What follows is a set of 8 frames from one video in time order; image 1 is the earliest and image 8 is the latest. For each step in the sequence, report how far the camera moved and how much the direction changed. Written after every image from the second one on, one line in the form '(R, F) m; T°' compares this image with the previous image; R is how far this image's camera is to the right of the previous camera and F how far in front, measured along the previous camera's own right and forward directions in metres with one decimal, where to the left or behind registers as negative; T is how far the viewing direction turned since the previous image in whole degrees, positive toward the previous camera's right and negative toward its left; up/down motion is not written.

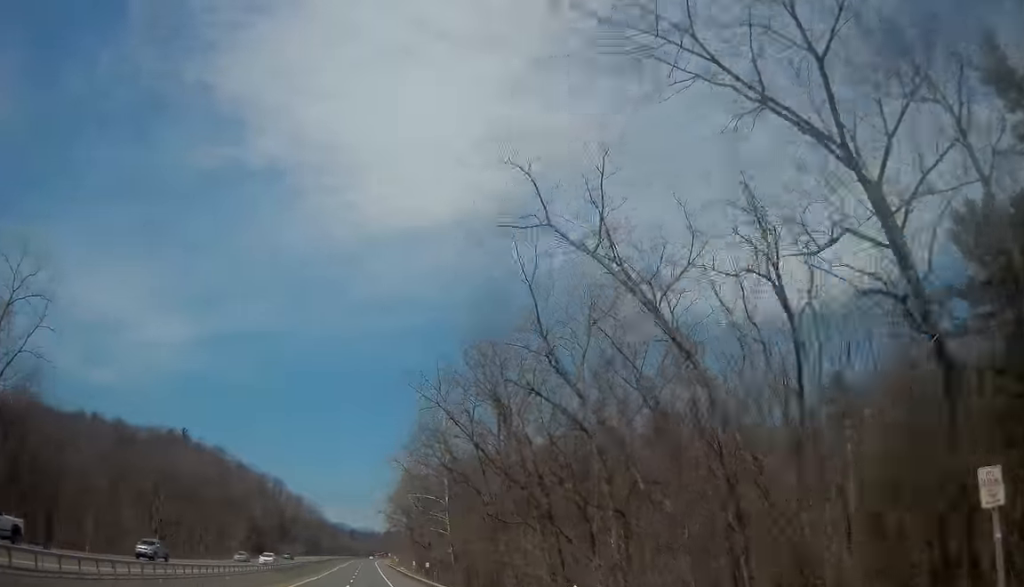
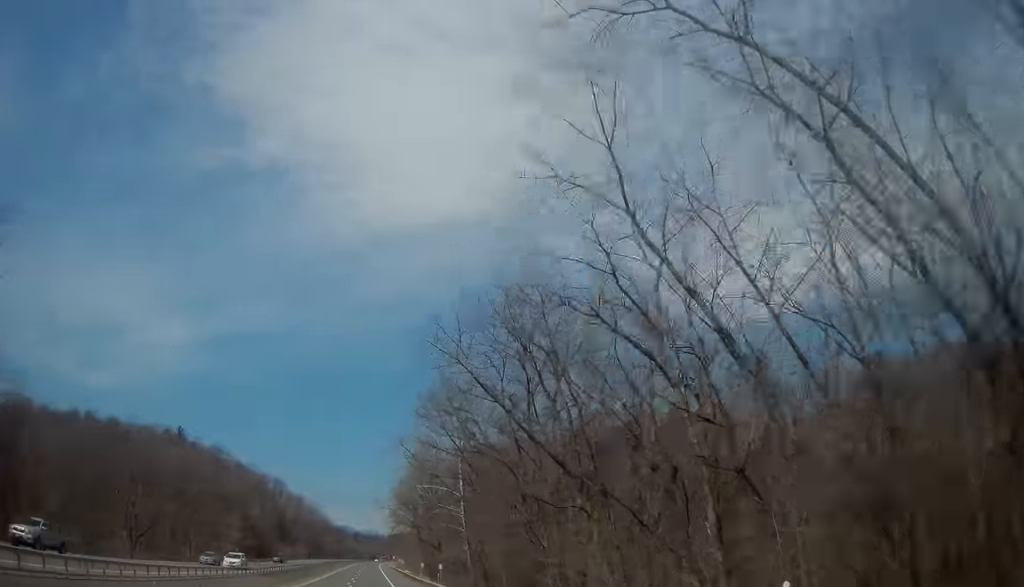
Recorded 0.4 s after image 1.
(0.0, +10.4) m; 0°
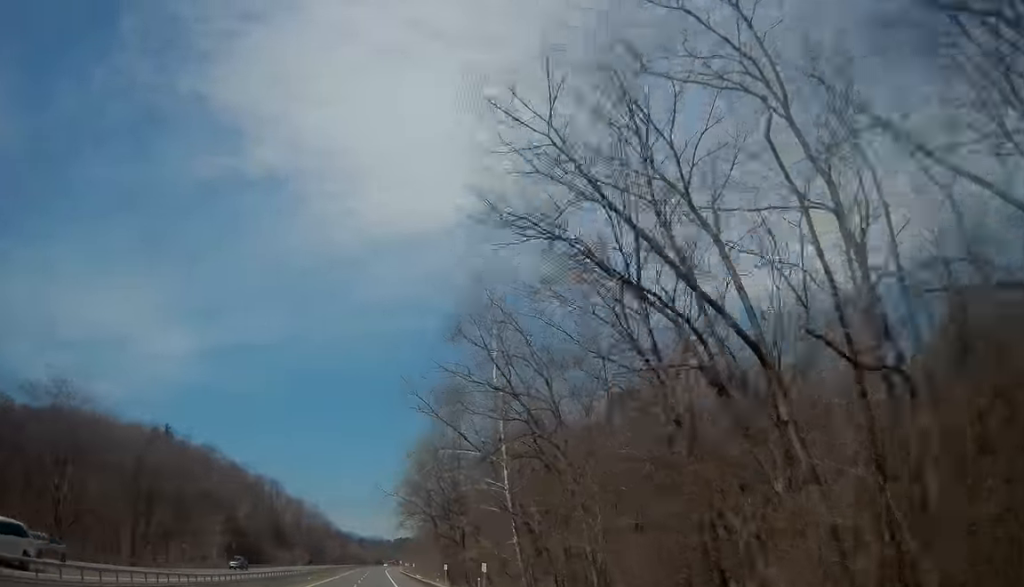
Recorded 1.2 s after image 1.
(+0.1, +20.8) m; 0°
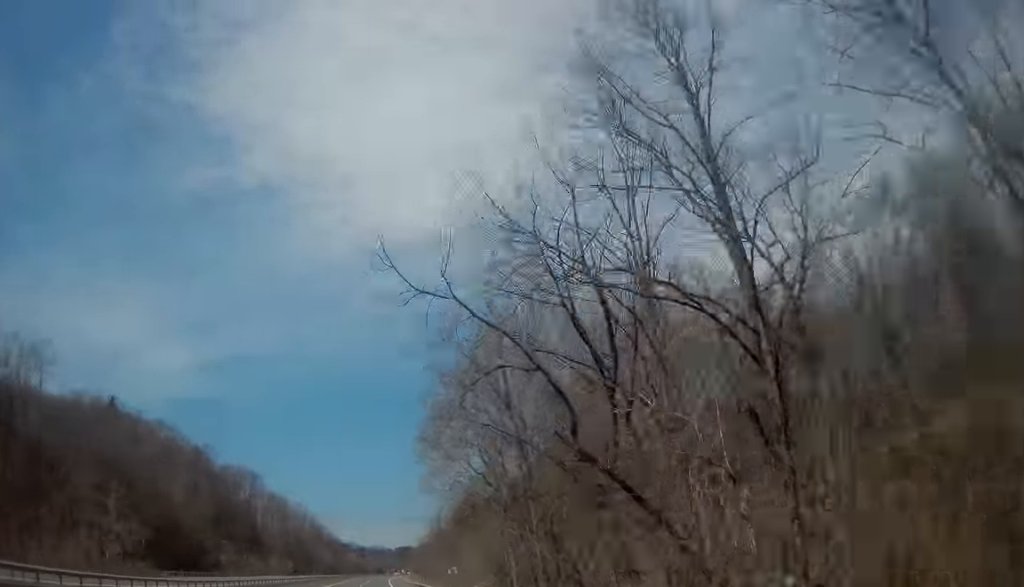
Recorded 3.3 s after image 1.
(-0.2, +53.3) m; 0°
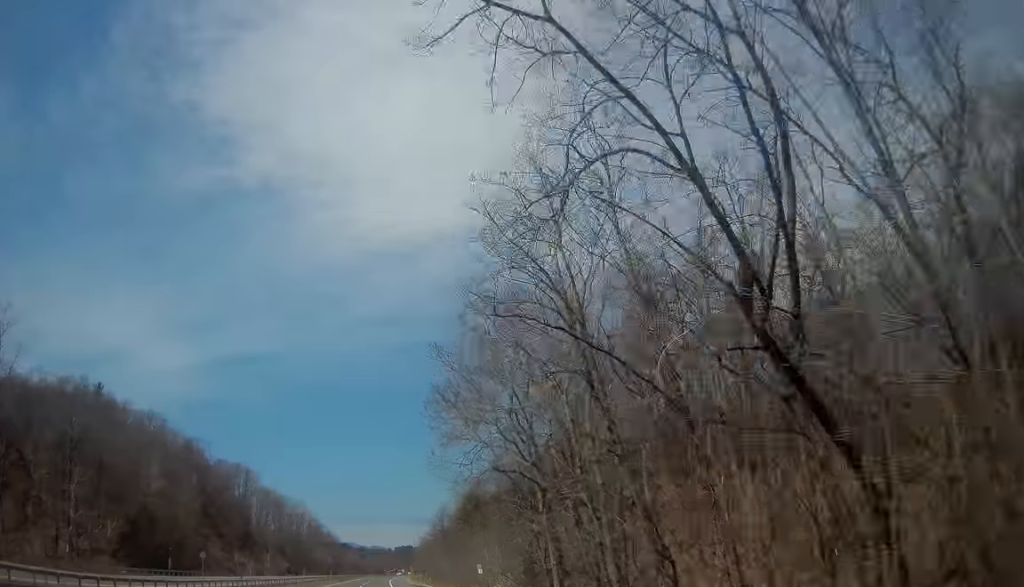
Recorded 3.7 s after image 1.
(0.0, +11.1) m; 0°
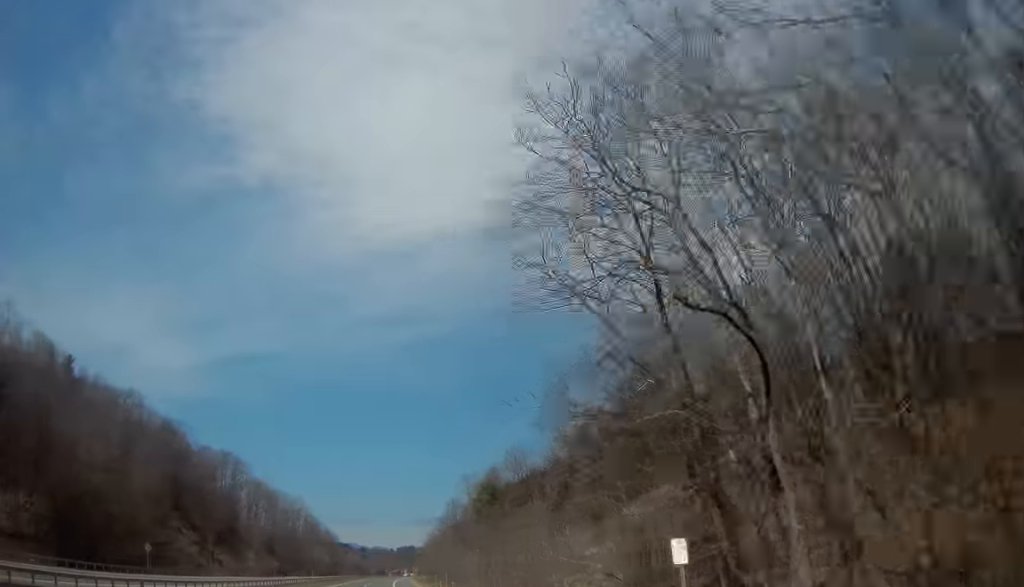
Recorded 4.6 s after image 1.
(-0.3, +22.1) m; 0°
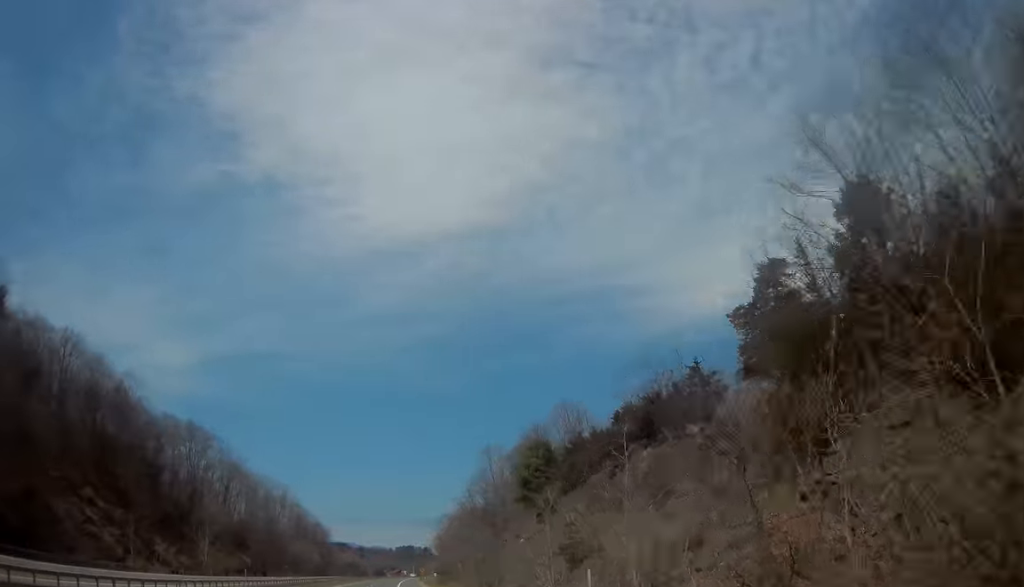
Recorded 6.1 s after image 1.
(+0.1, +38.2) m; 0°
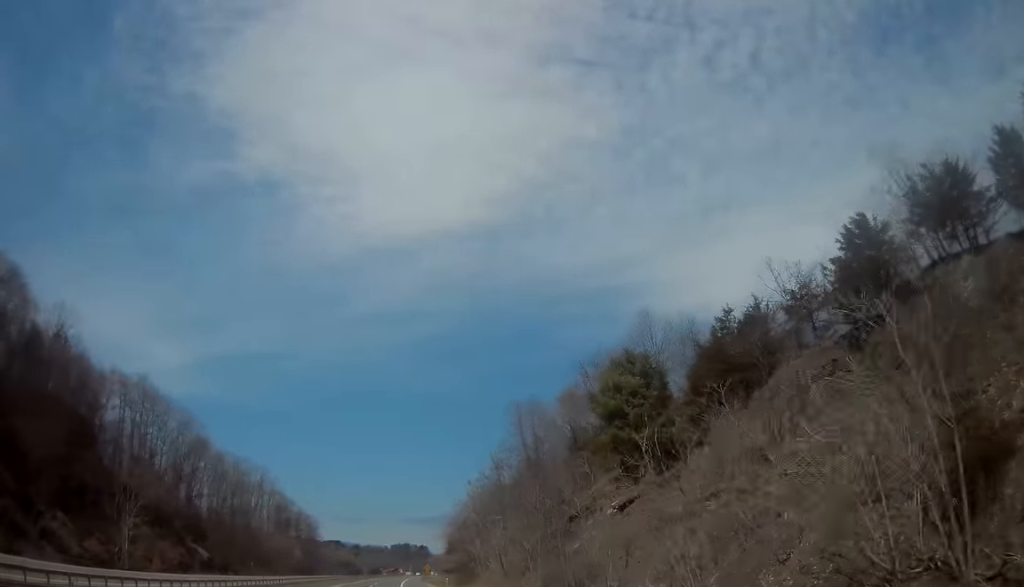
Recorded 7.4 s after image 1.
(+0.3, +33.1) m; +1°
